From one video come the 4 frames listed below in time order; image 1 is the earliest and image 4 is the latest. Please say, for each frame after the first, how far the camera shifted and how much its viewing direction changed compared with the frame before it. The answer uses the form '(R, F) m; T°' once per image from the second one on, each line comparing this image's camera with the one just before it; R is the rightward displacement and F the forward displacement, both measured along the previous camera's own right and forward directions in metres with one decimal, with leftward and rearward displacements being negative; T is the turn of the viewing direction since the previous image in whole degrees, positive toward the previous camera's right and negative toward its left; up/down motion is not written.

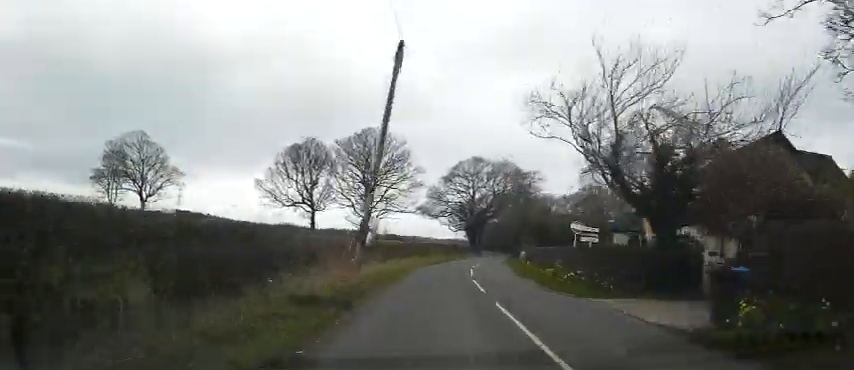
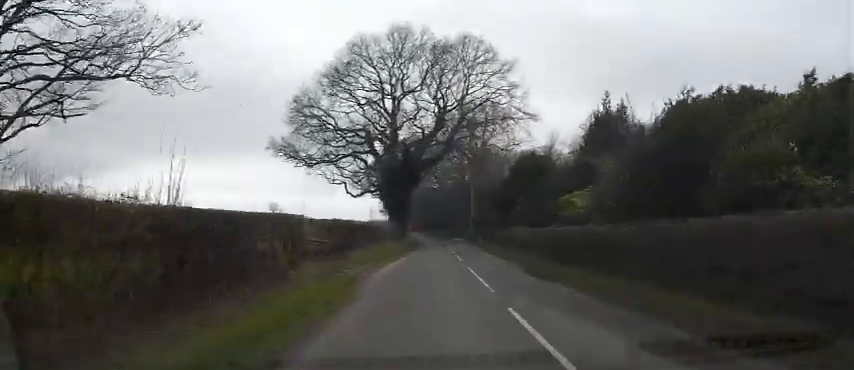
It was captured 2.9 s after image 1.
(+4.9, +53.9) m; +11°
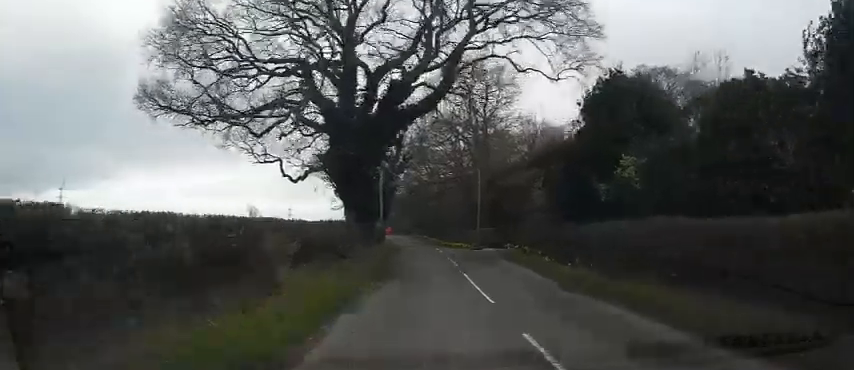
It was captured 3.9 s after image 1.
(+0.4, +20.0) m; 0°
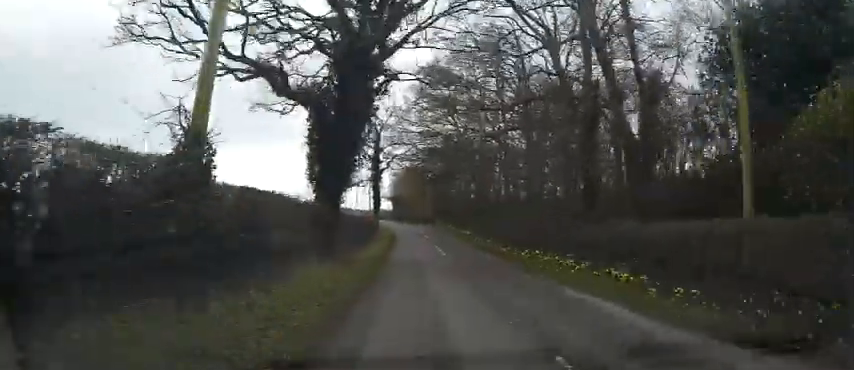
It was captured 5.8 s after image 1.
(-0.7, +35.7) m; -1°
